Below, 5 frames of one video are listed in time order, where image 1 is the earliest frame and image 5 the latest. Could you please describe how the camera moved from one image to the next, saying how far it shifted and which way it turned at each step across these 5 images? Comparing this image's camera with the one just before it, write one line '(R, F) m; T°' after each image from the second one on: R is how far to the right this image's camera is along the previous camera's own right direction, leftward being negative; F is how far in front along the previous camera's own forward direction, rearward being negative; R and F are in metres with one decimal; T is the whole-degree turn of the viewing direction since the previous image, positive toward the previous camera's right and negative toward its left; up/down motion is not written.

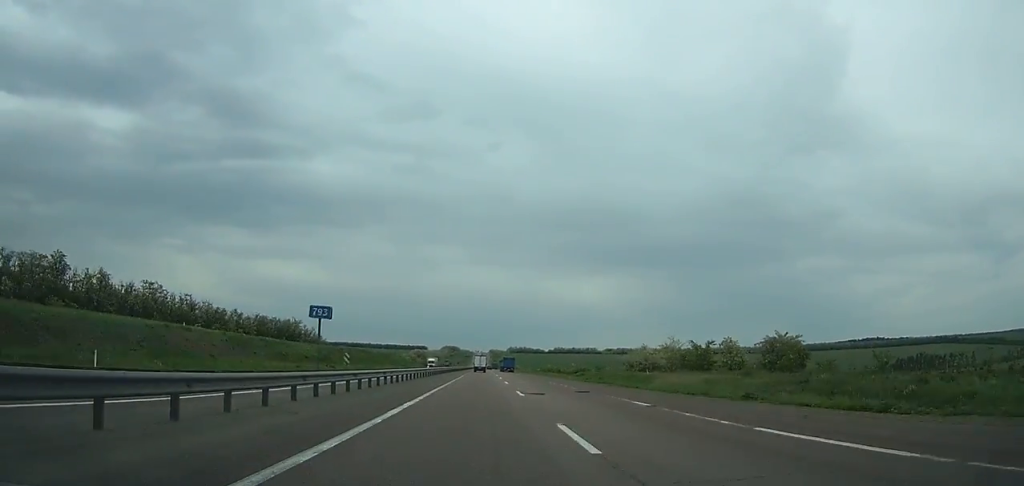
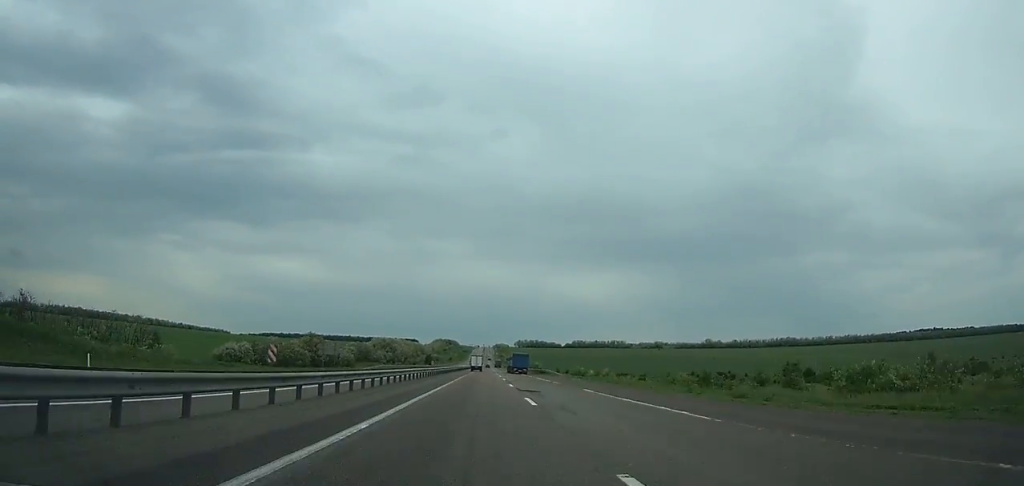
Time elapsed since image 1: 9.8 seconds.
(-0.7, +249.9) m; 0°
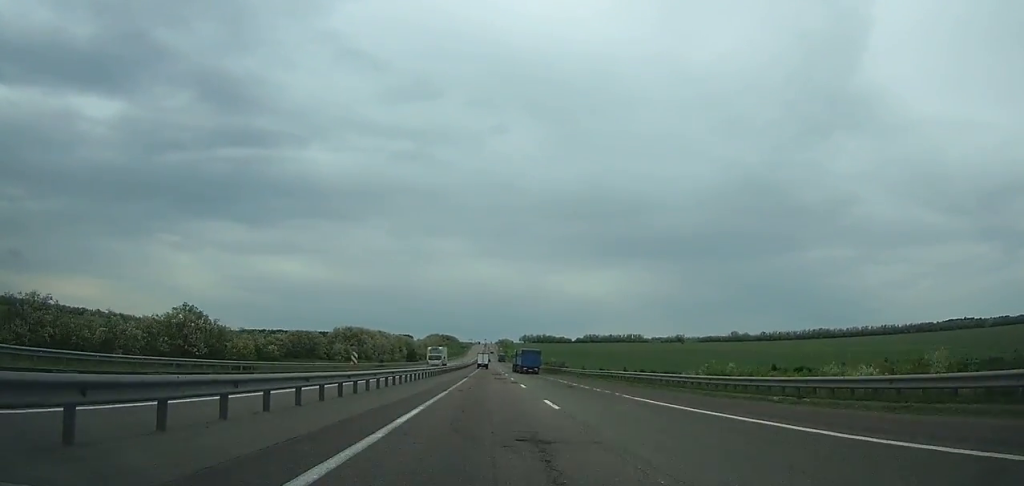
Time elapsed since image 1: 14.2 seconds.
(-0.5, +114.2) m; 0°
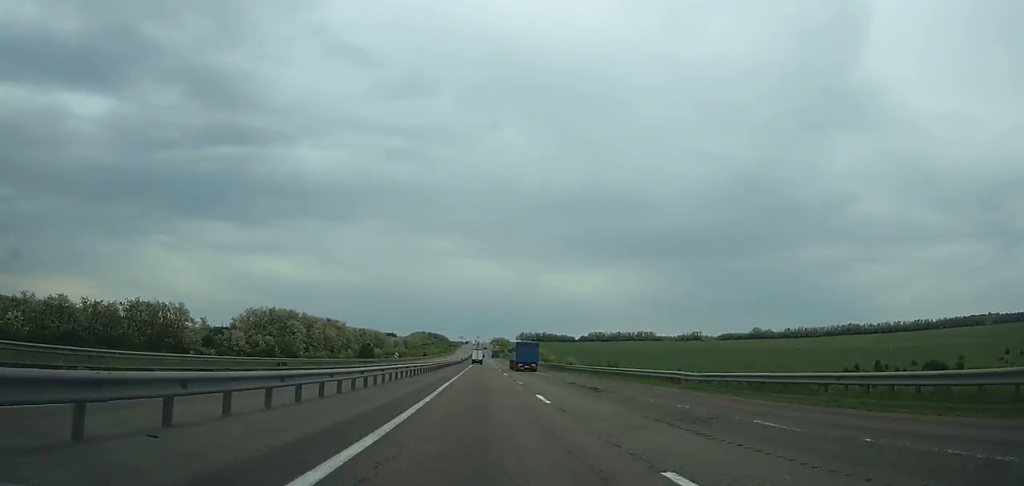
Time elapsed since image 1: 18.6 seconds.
(+0.6, +107.2) m; +1°
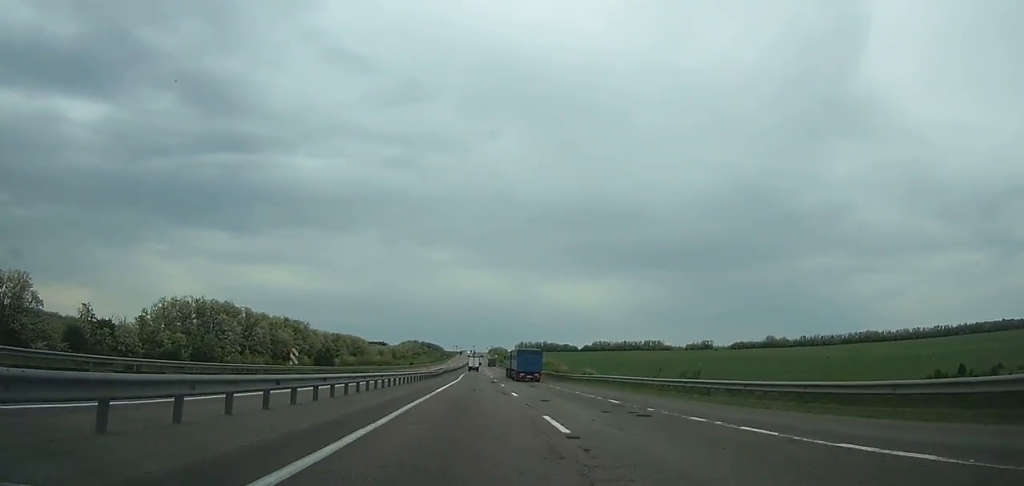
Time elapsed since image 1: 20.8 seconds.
(+0.2, +53.3) m; 0°
